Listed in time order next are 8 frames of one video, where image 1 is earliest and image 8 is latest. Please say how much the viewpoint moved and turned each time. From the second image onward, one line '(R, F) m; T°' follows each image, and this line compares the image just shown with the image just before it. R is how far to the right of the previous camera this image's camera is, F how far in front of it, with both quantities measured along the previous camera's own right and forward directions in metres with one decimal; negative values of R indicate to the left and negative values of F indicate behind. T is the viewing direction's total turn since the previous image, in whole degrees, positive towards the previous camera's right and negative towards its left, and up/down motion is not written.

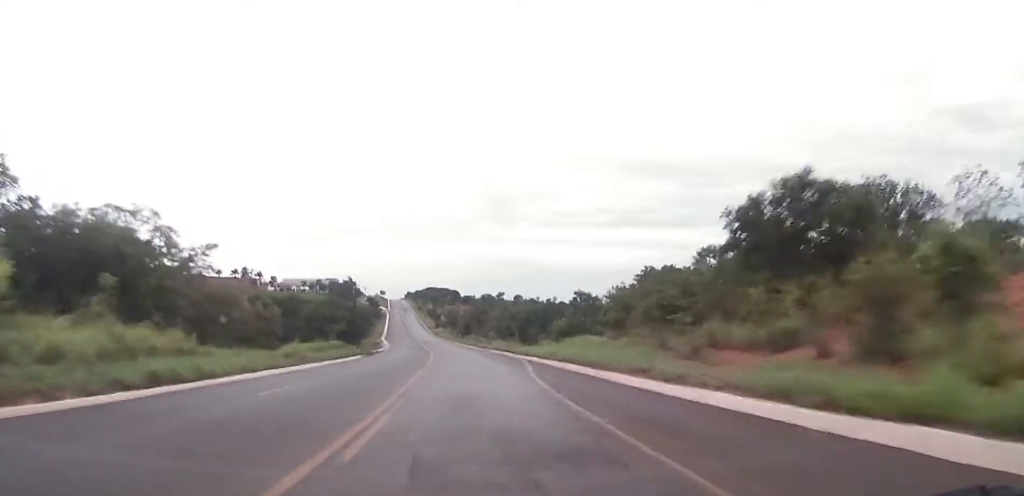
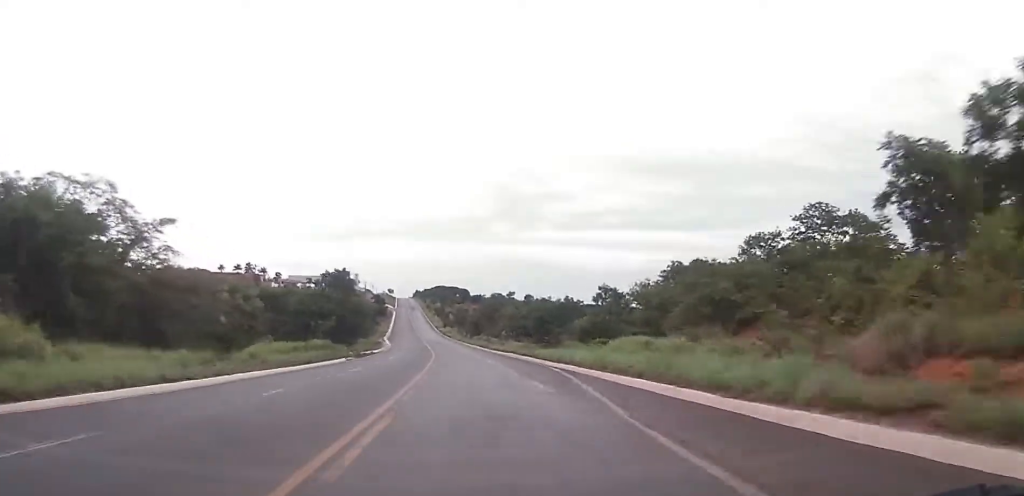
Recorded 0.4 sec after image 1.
(0.0, +12.1) m; -1°
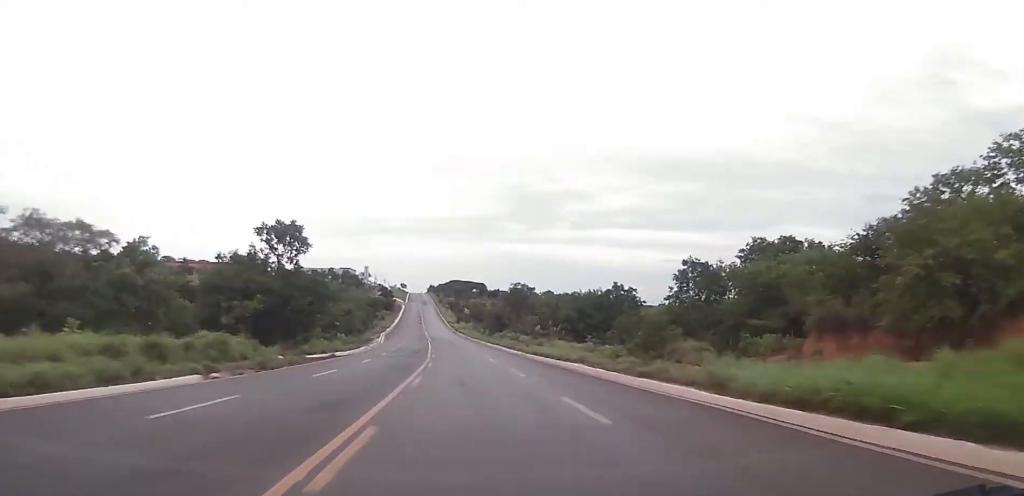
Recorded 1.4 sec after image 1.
(-0.7, +31.1) m; -2°
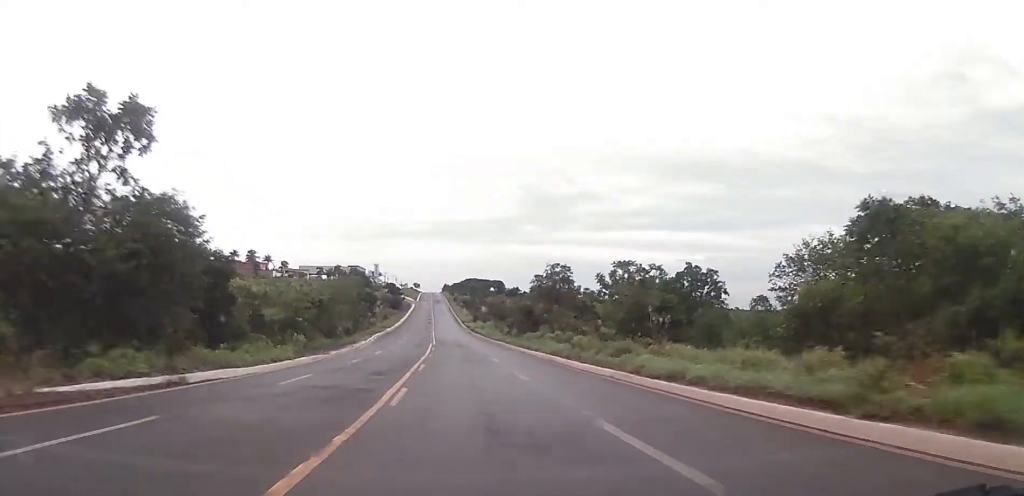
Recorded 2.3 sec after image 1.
(-0.2, +28.8) m; -1°
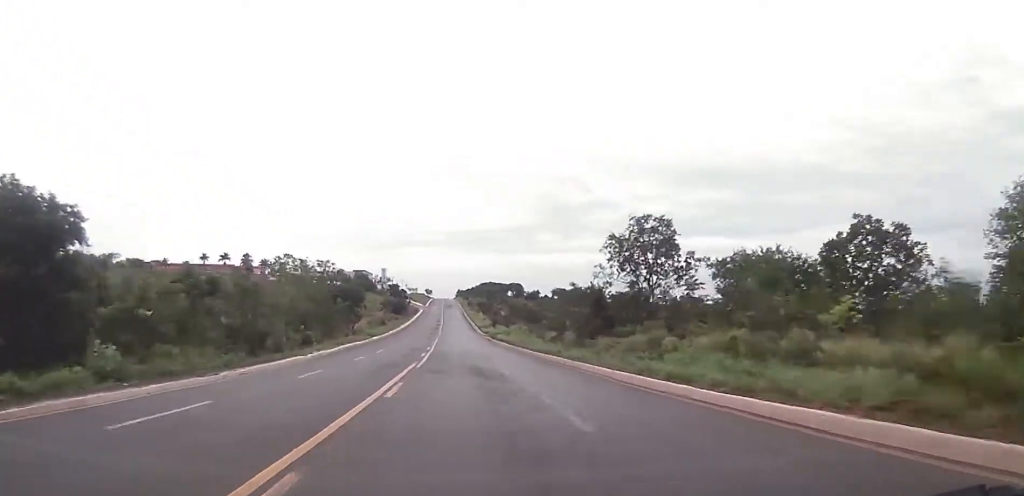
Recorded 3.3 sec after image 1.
(-0.6, +33.9) m; -1°
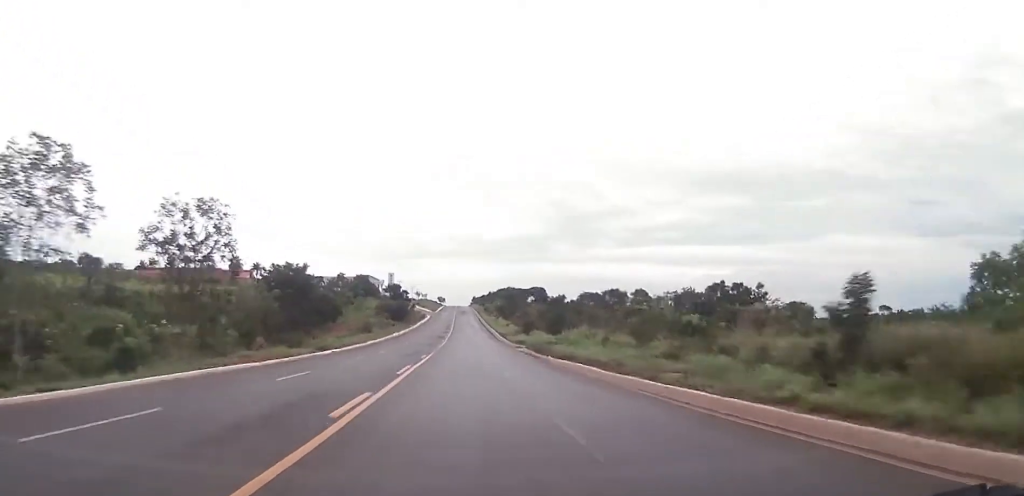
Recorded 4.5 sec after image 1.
(-0.2, +39.3) m; -1°
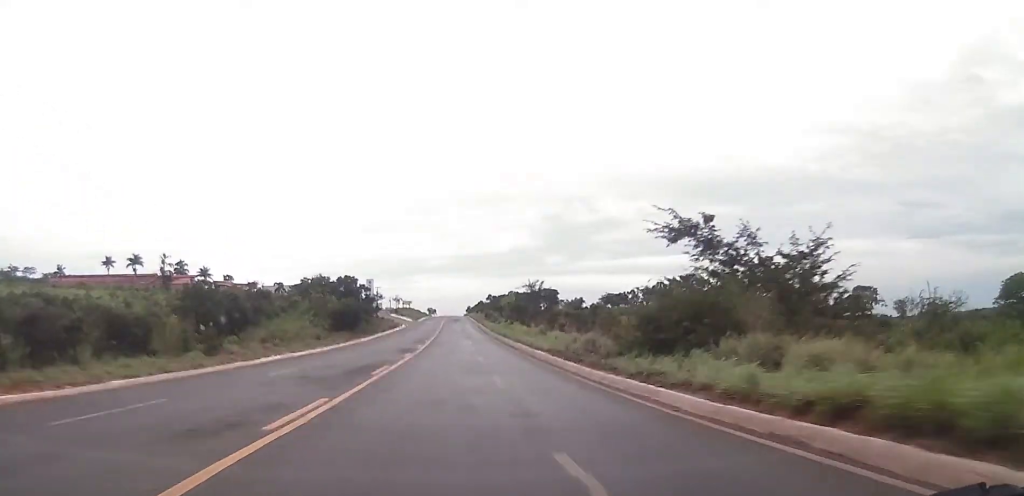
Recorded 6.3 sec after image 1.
(-0.1, +61.1) m; +1°
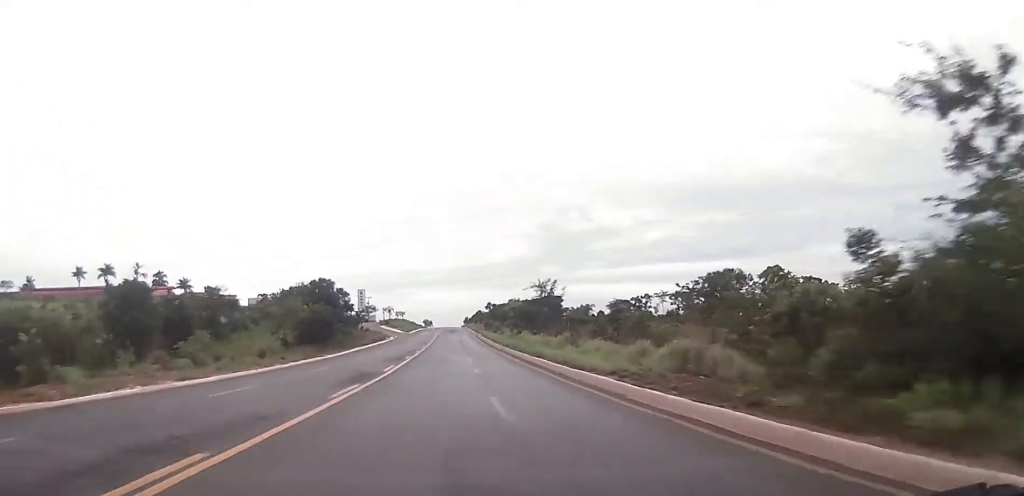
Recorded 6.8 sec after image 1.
(0.0, +17.5) m; 0°
